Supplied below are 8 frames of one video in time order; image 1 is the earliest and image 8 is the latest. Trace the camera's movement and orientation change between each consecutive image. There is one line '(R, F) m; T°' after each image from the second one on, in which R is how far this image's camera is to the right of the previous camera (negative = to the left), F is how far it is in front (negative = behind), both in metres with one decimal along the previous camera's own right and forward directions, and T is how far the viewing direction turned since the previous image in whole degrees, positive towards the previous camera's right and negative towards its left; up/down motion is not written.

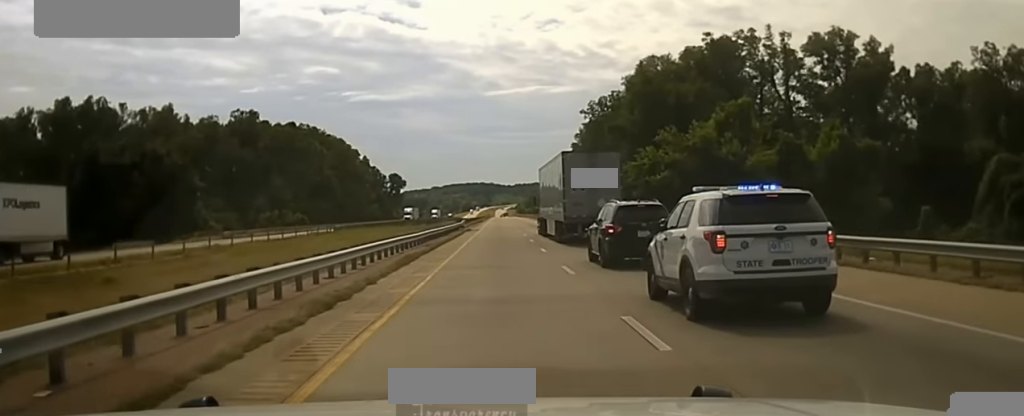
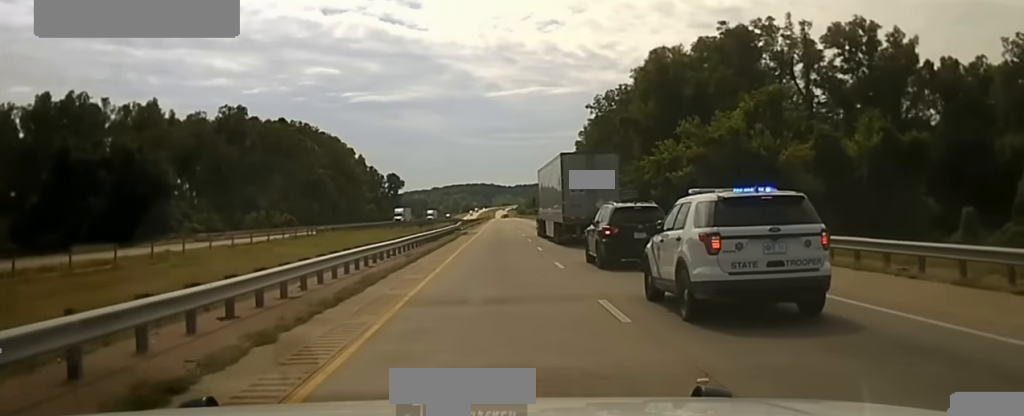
(-0.1, +8.3) m; +1°
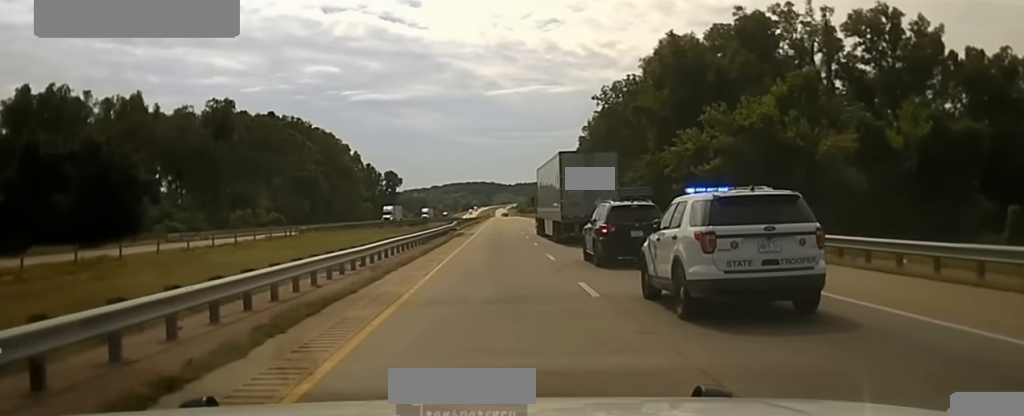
(+0.2, +8.8) m; +1°
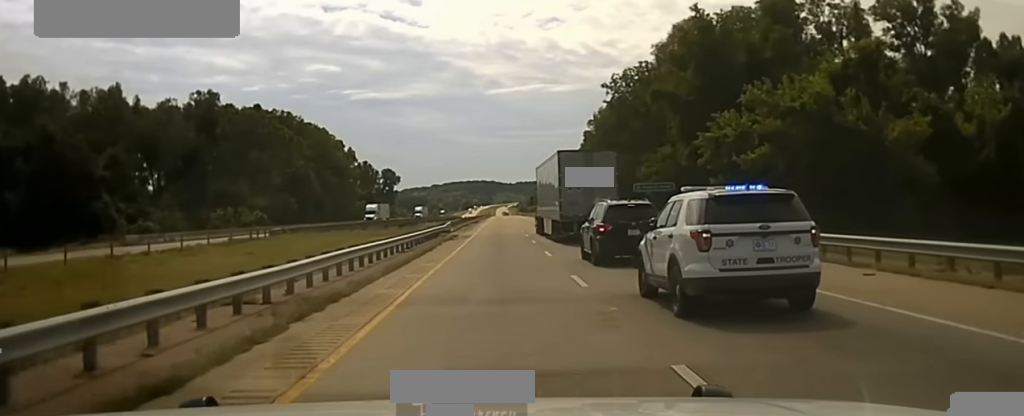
(+0.3, +10.3) m; +1°
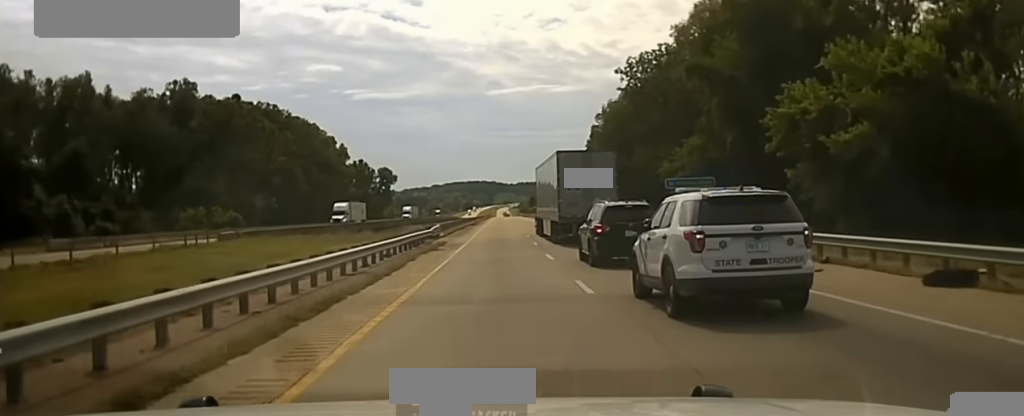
(-0.2, +13.6) m; -2°
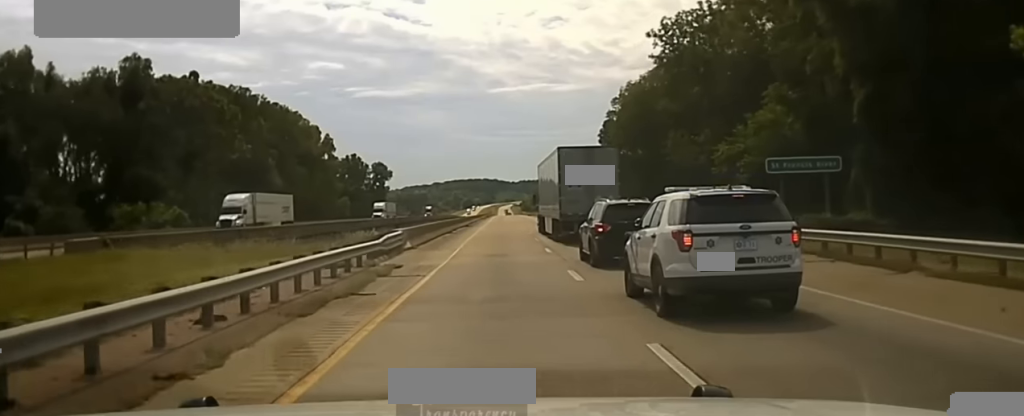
(-0.5, +20.0) m; -1°
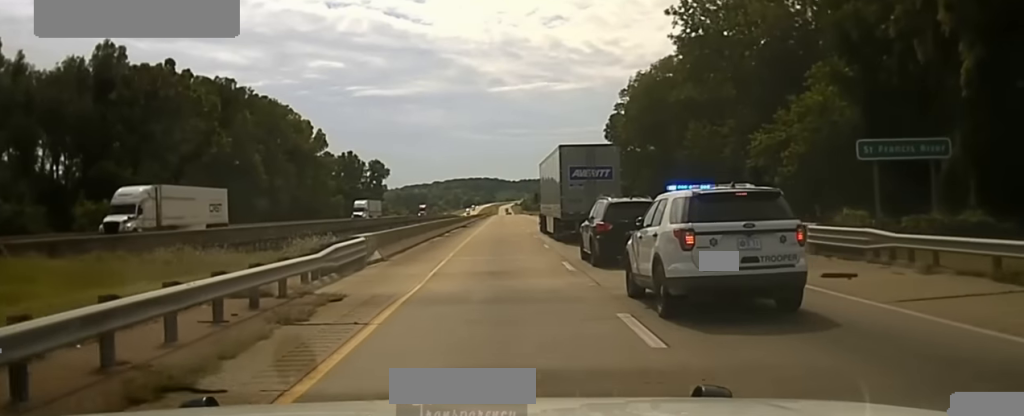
(0.0, +9.0) m; 0°
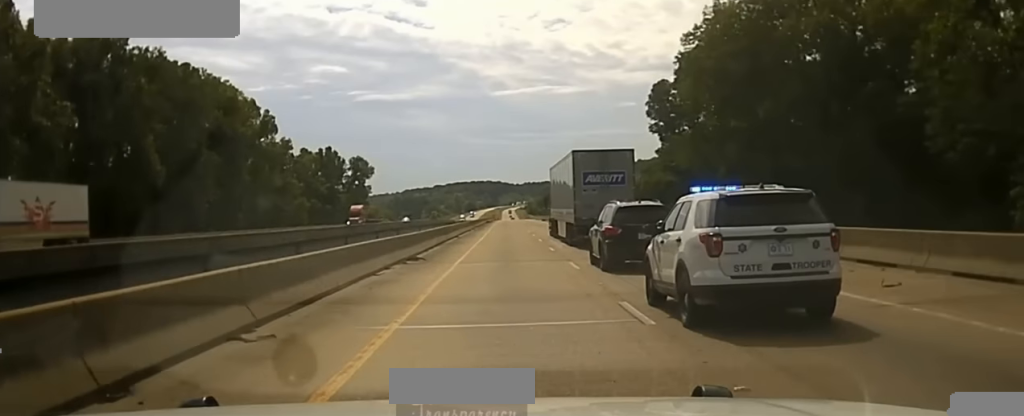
(+0.2, +46.3) m; -1°
